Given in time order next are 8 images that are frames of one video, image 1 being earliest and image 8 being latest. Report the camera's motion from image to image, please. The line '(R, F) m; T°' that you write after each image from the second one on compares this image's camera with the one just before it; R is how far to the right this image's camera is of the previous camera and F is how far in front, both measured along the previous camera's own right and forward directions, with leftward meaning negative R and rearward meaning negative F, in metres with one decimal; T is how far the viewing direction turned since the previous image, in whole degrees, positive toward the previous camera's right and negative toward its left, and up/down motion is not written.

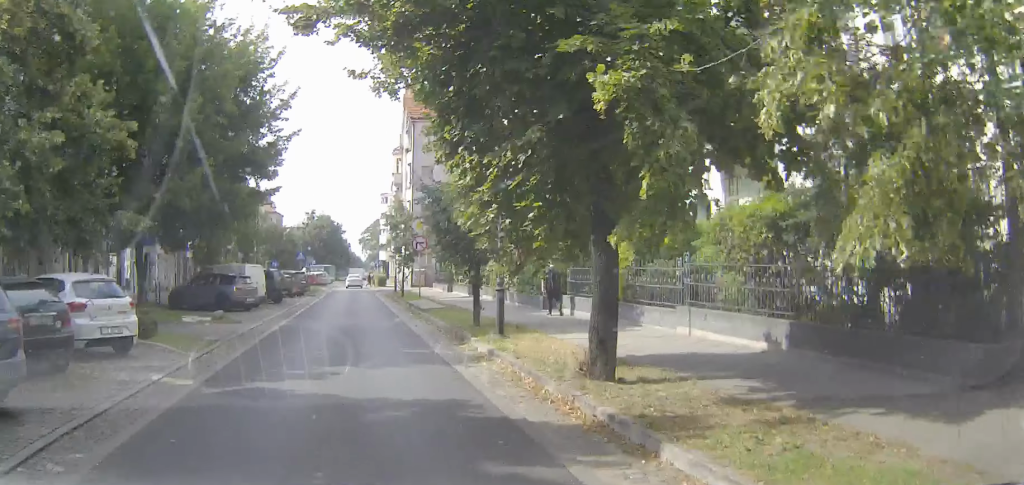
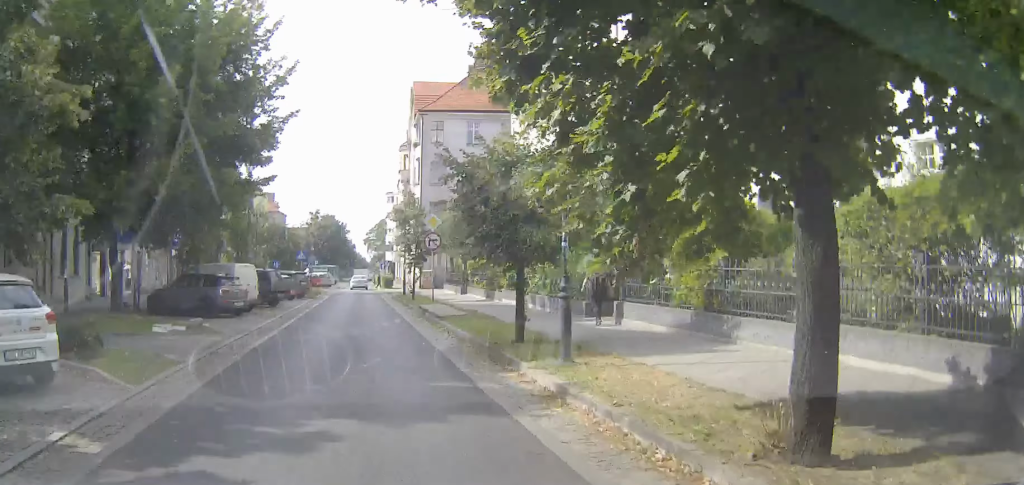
(0.0, +4.2) m; +1°
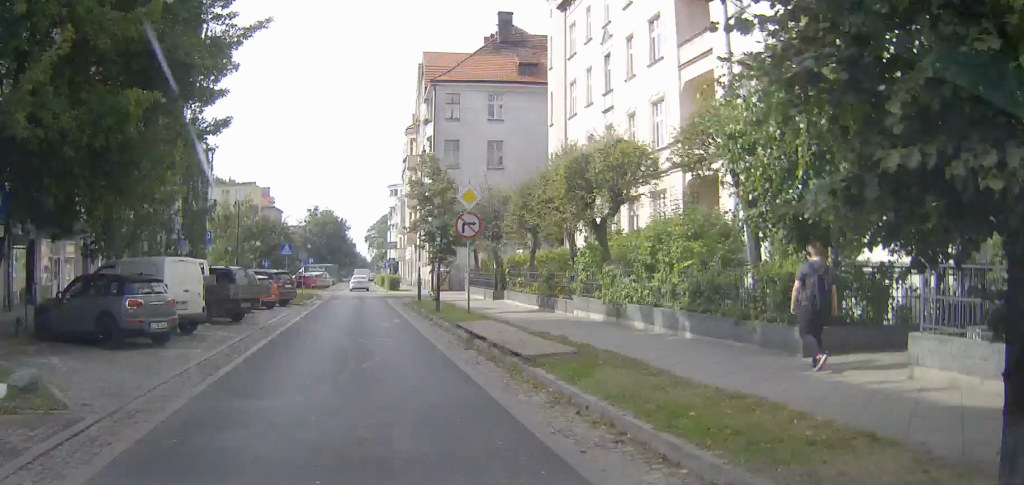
(+0.2, +10.9) m; +3°
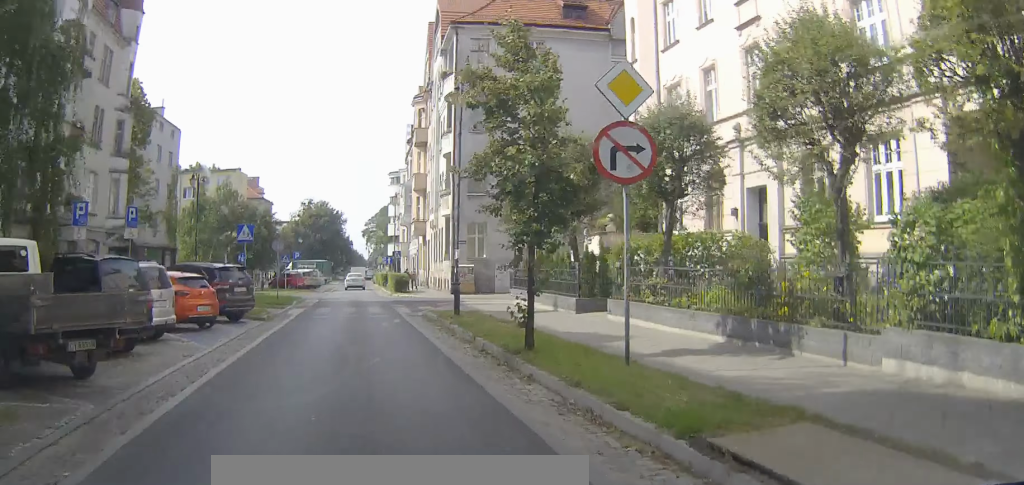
(+0.7, +14.1) m; +1°
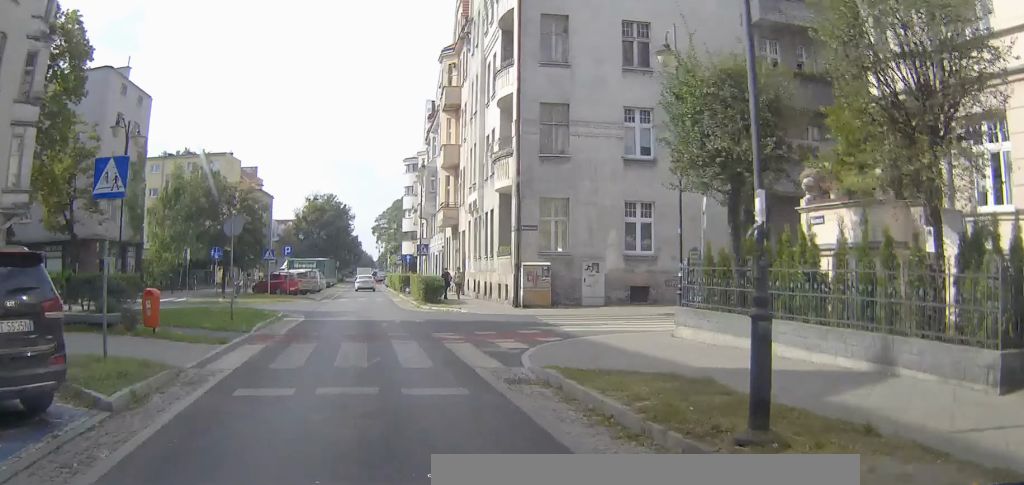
(-1.3, +15.3) m; -5°
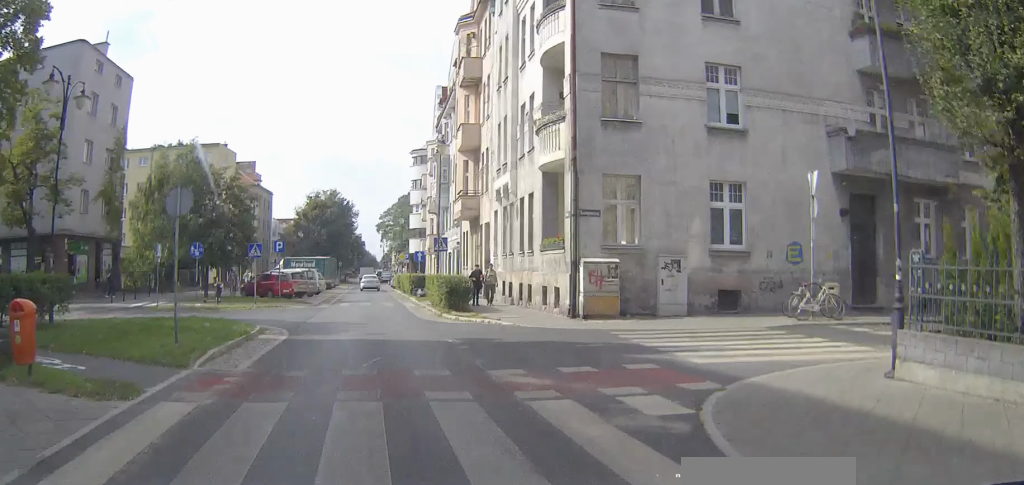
(+0.1, +7.1) m; -1°
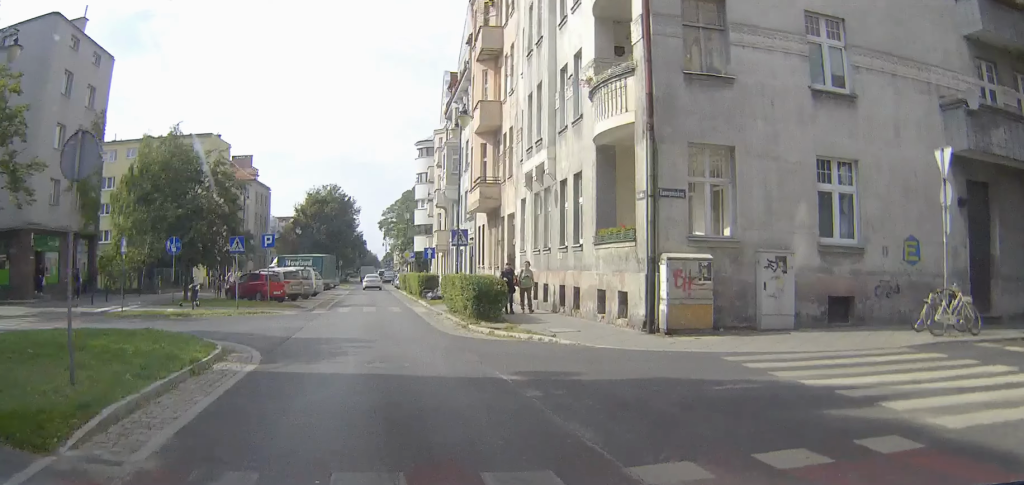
(0.0, +5.8) m; -1°
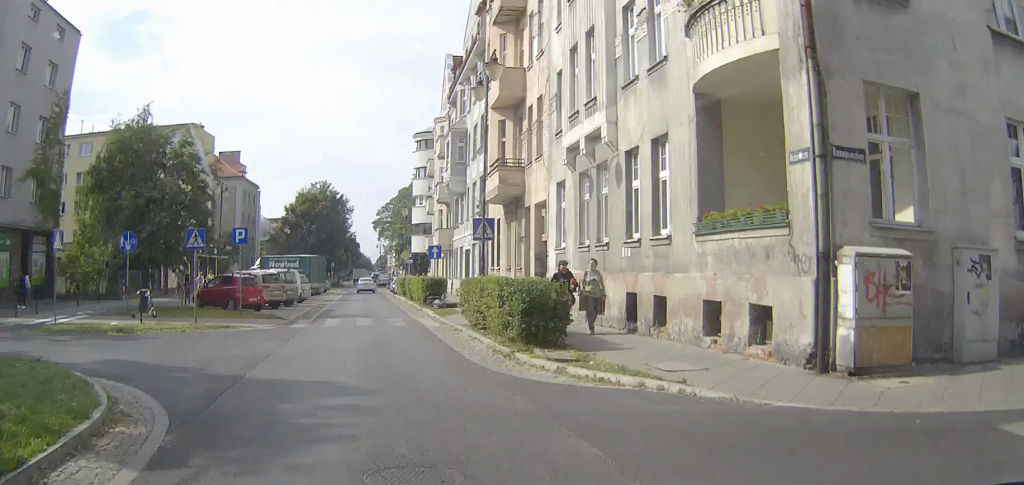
(-0.2, +6.7) m; -2°
